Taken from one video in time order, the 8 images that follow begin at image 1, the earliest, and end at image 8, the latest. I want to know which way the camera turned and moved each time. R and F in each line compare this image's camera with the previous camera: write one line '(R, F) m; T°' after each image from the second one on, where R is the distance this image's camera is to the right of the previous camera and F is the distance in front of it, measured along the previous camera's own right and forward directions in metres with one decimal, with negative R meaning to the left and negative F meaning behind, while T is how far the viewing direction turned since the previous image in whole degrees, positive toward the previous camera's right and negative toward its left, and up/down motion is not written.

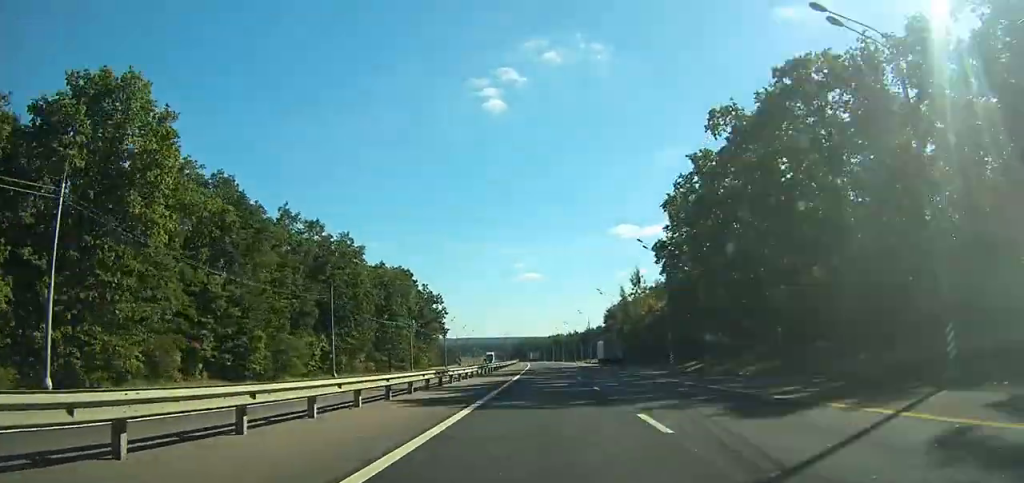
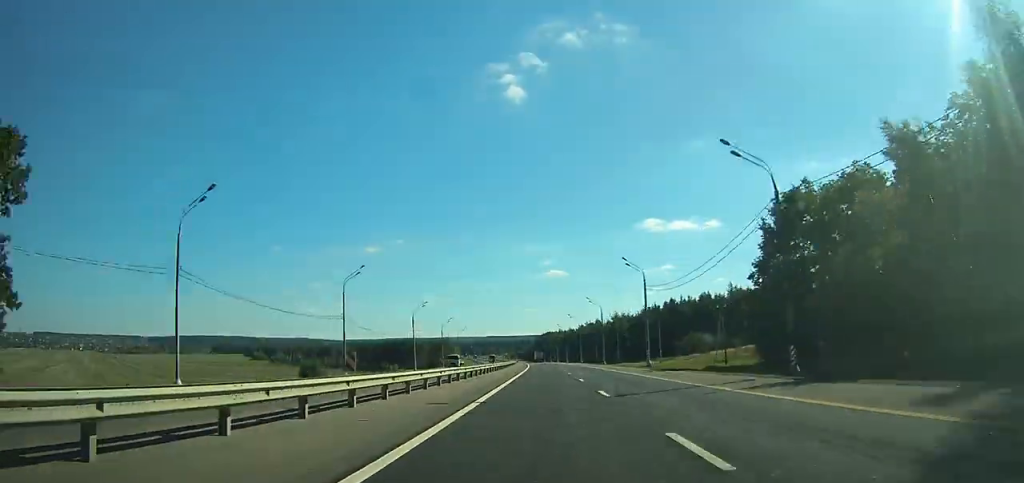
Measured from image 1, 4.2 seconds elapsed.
(-3.4, +134.2) m; -3°
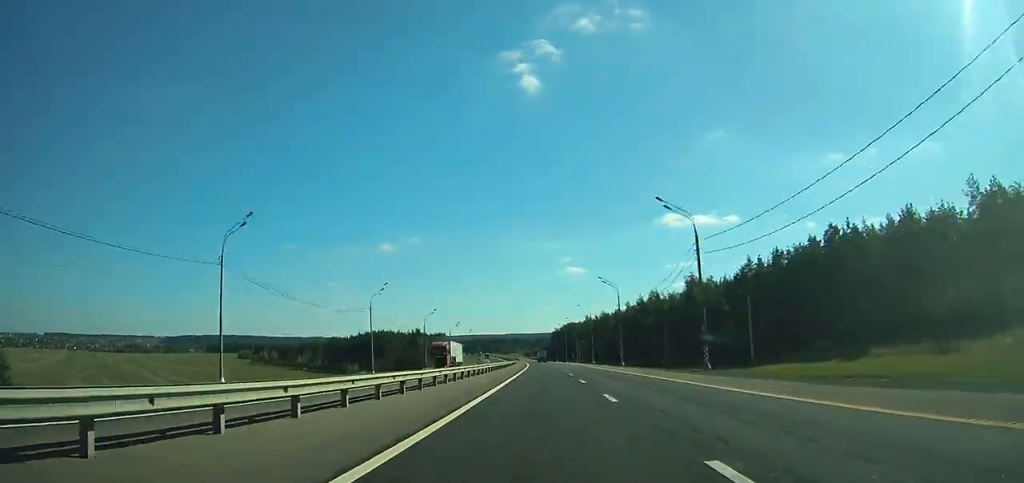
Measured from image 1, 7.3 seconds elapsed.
(-1.4, +96.1) m; -2°
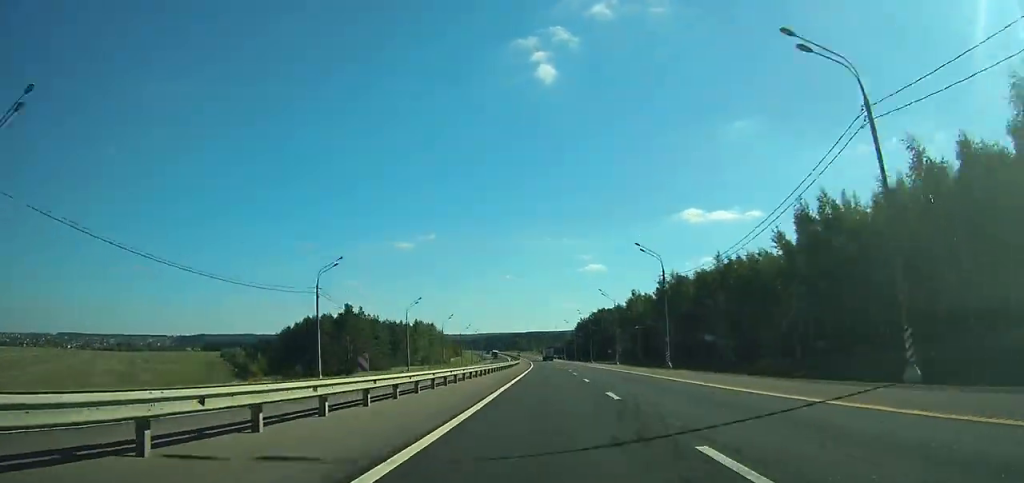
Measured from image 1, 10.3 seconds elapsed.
(-1.8, +93.9) m; -2°
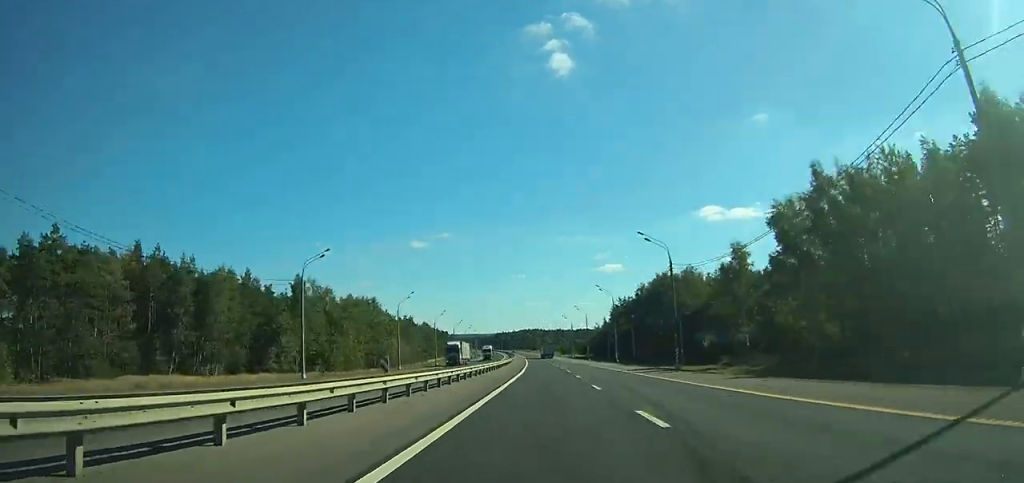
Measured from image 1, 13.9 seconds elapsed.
(-1.8, +118.3) m; -2°
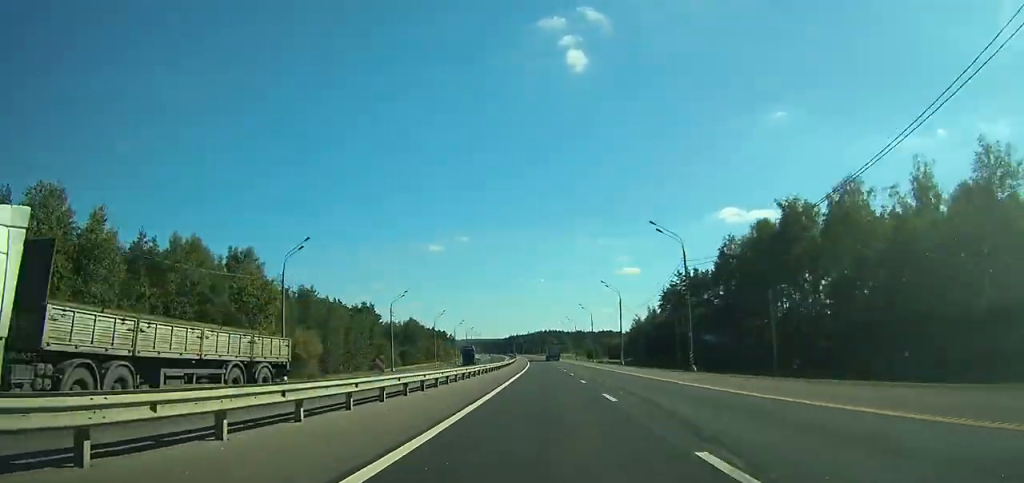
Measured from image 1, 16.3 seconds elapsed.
(-0.9, +78.9) m; -2°
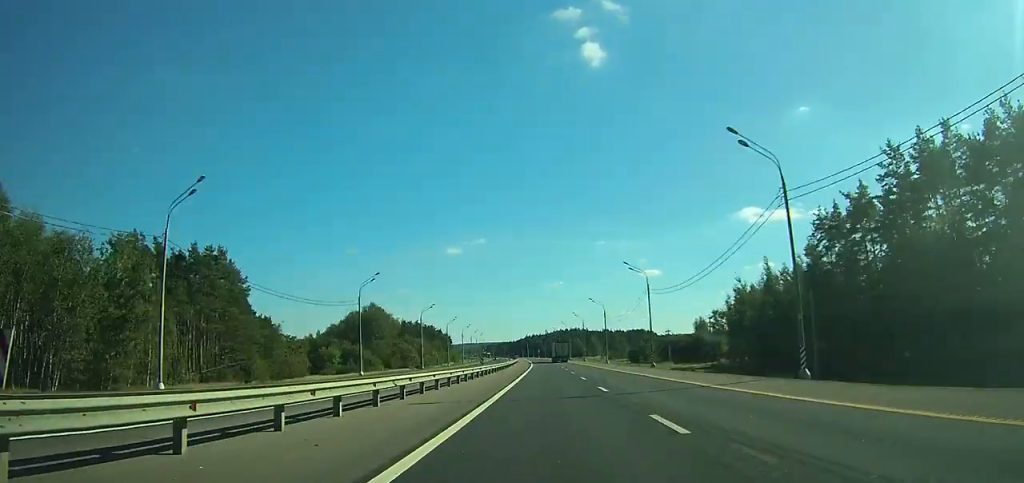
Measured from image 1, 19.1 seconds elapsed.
(-1.5, +90.7) m; -2°
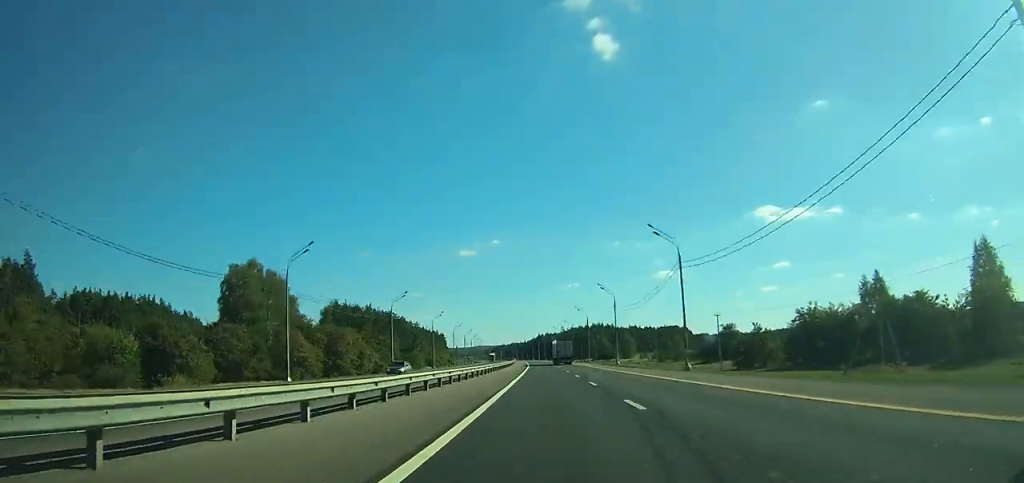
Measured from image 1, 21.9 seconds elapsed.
(-1.4, +89.6) m; -2°
